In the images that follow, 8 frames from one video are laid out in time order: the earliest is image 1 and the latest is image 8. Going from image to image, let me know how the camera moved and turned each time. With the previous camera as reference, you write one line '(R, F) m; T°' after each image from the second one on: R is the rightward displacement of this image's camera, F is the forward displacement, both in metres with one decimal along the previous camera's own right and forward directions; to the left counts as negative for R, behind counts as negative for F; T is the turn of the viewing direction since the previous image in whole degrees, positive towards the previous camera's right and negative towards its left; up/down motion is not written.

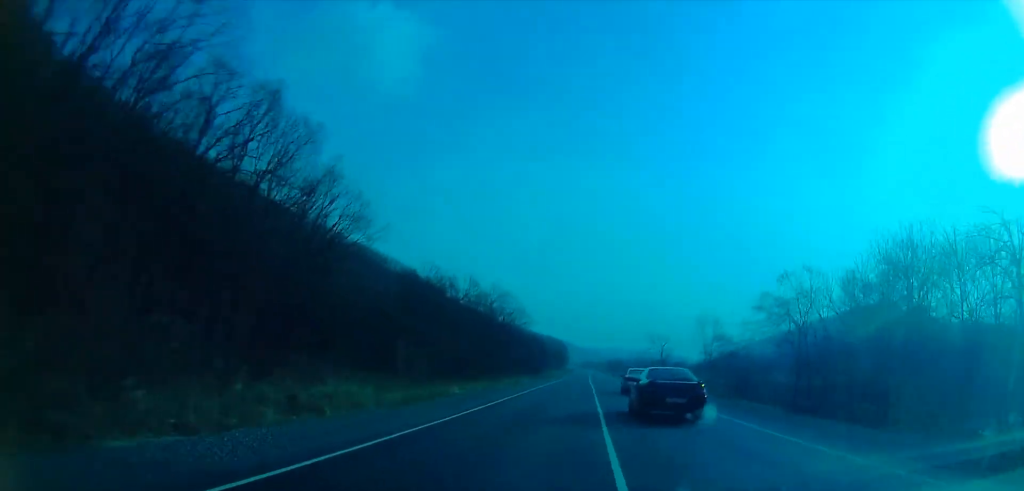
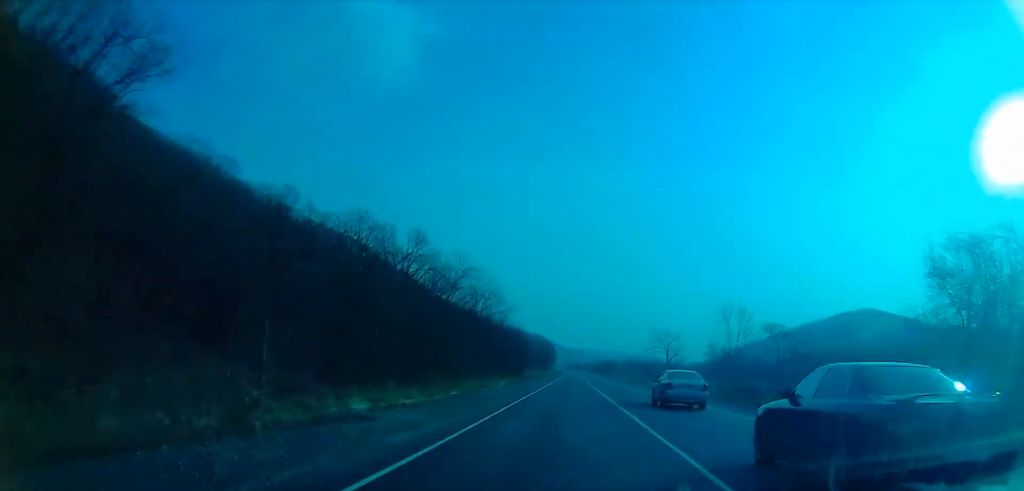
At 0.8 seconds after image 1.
(0.0, +28.8) m; 0°
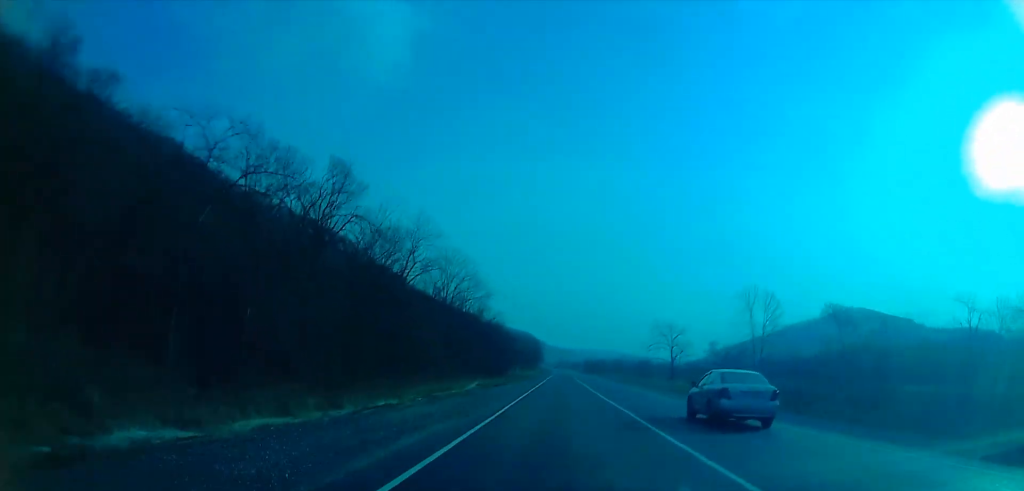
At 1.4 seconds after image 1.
(0.0, +19.7) m; 0°
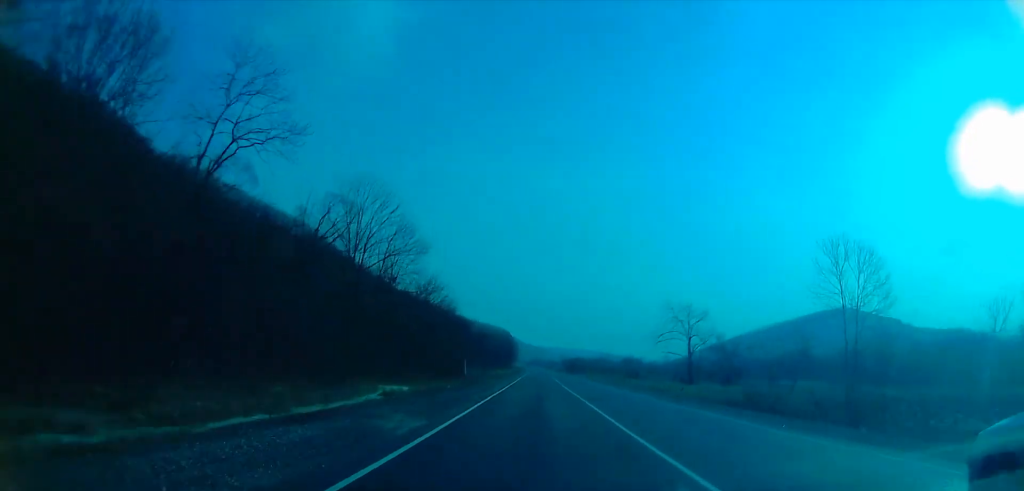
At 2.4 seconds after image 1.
(-0.4, +36.0) m; +1°
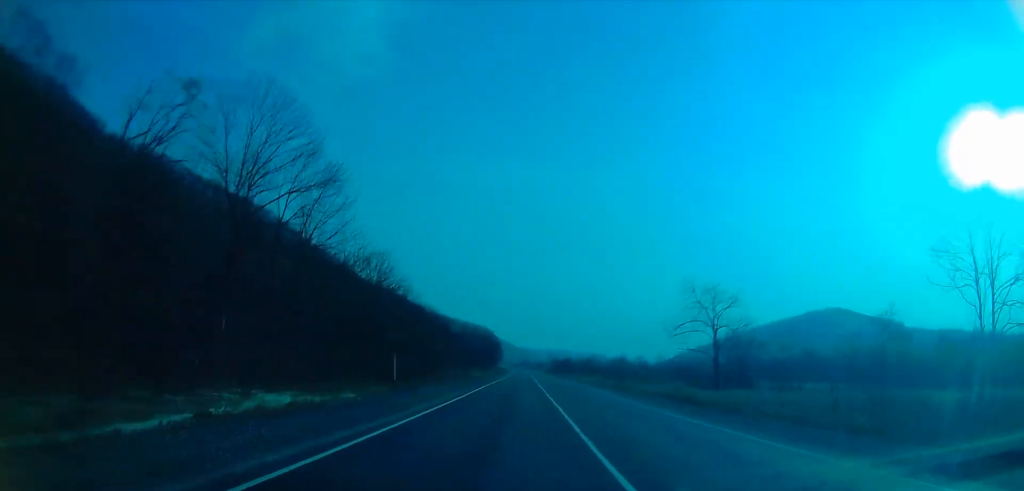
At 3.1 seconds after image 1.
(+0.4, +22.1) m; +1°
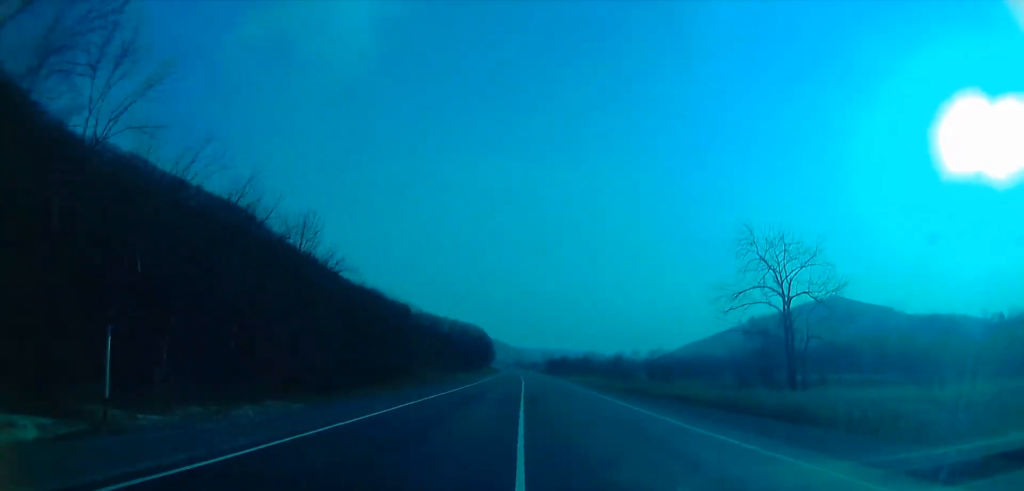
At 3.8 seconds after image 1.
(+0.9, +24.5) m; +1°
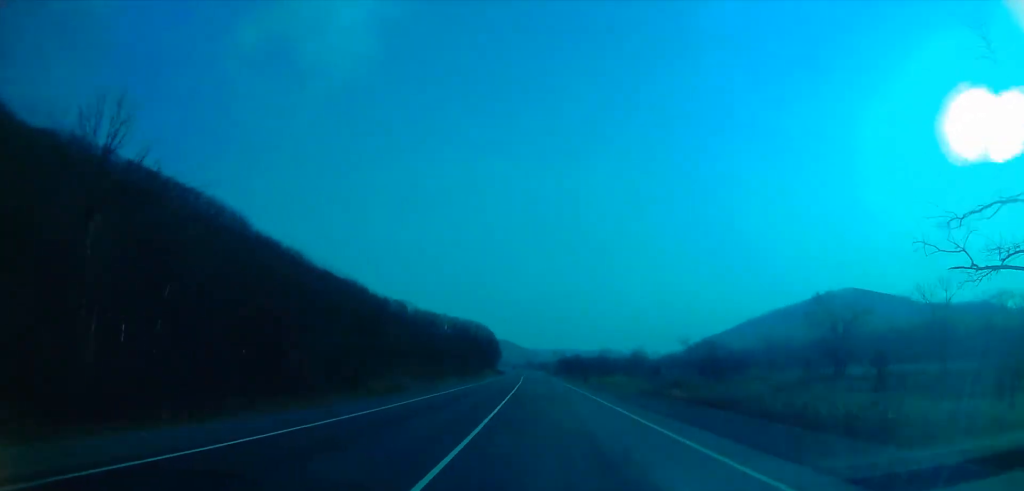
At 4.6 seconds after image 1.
(-0.2, +30.5) m; -3°
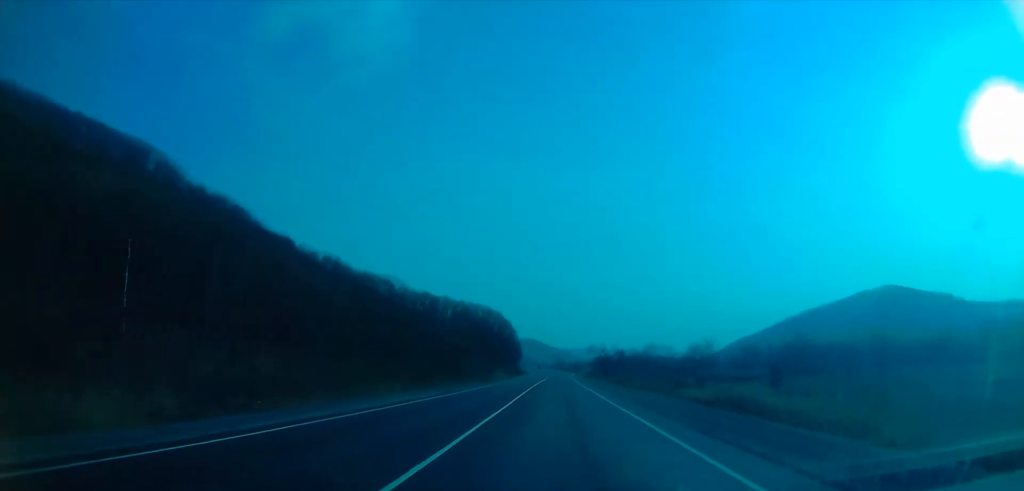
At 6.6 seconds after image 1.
(-1.6, +69.6) m; 0°
